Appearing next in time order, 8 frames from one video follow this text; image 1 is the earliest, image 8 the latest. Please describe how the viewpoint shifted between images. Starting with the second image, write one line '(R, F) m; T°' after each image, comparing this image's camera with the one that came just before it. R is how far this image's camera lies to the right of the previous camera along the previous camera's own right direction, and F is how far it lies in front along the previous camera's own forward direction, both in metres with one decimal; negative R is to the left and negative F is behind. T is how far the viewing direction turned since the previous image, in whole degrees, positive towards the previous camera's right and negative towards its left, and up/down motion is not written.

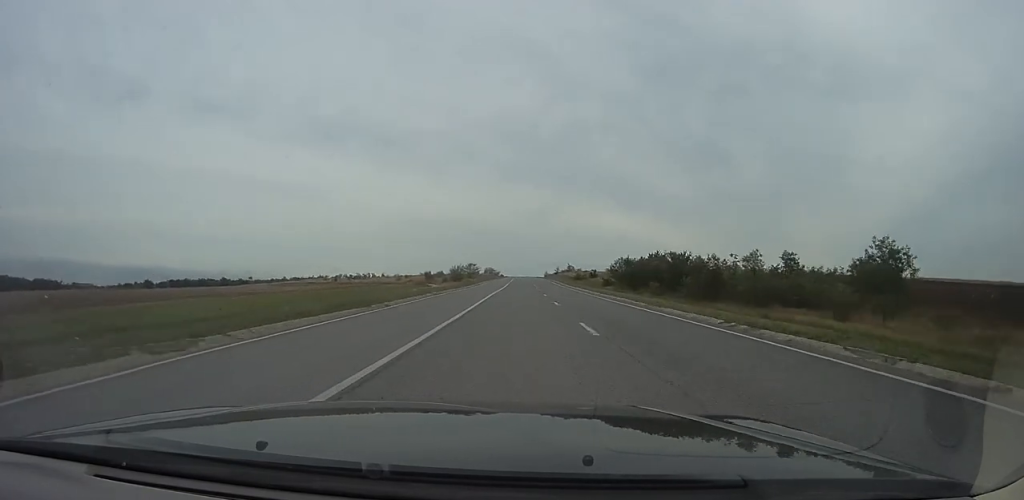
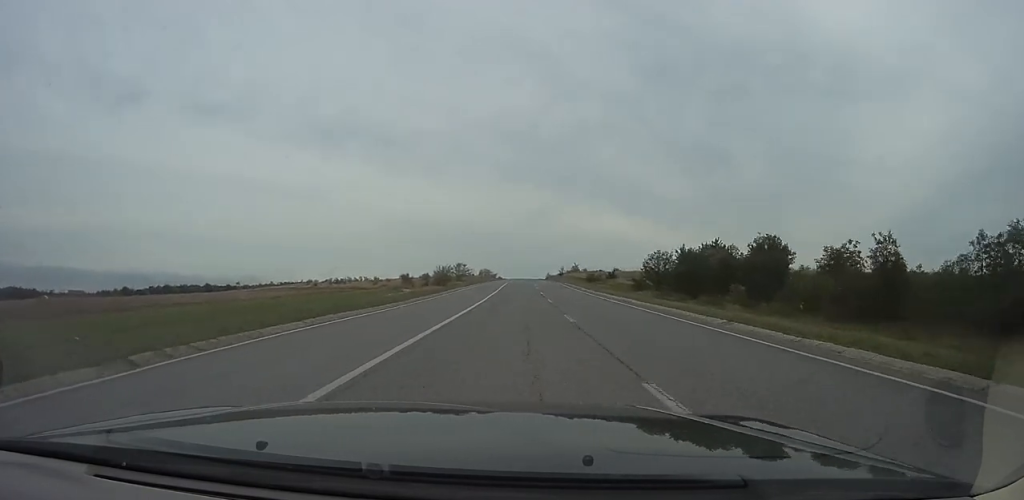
(-0.3, +33.0) m; -1°
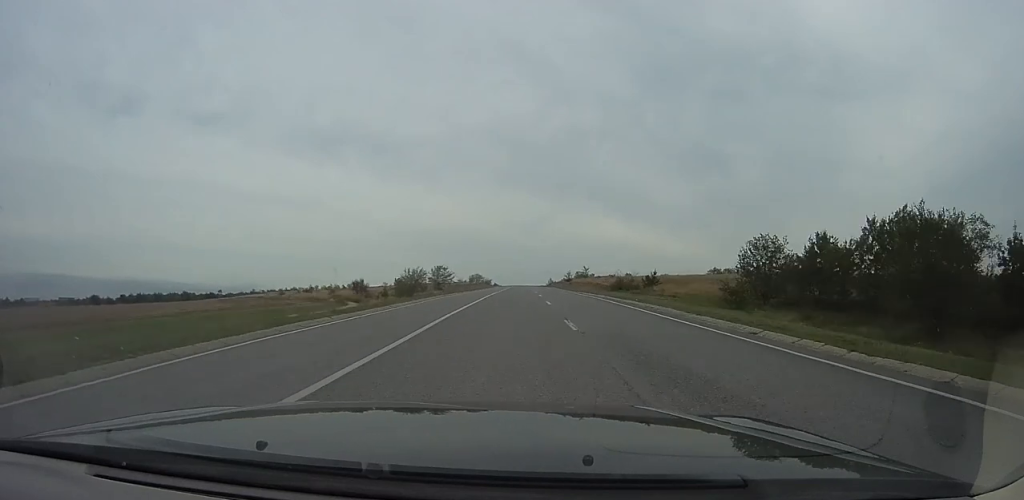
(-0.2, +37.9) m; +1°
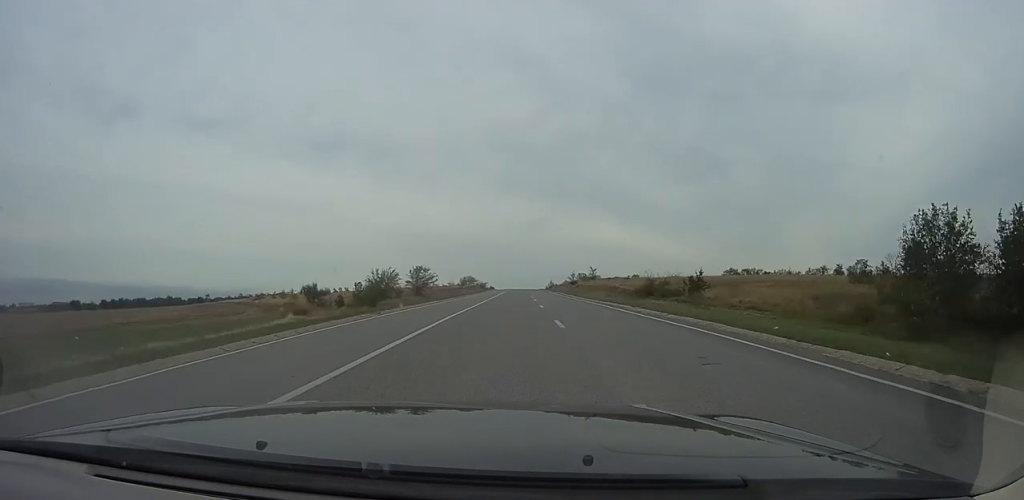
(+0.1, +22.8) m; +1°
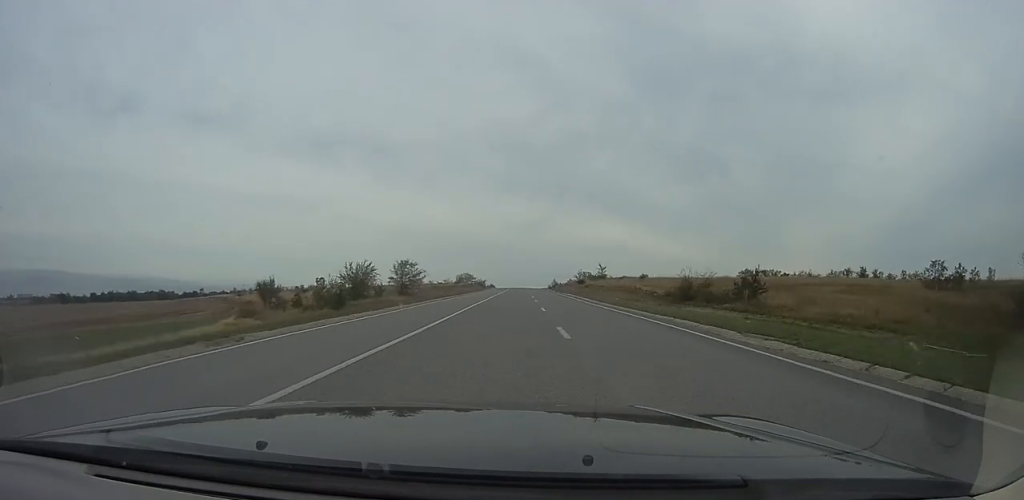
(+0.5, +14.6) m; 0°
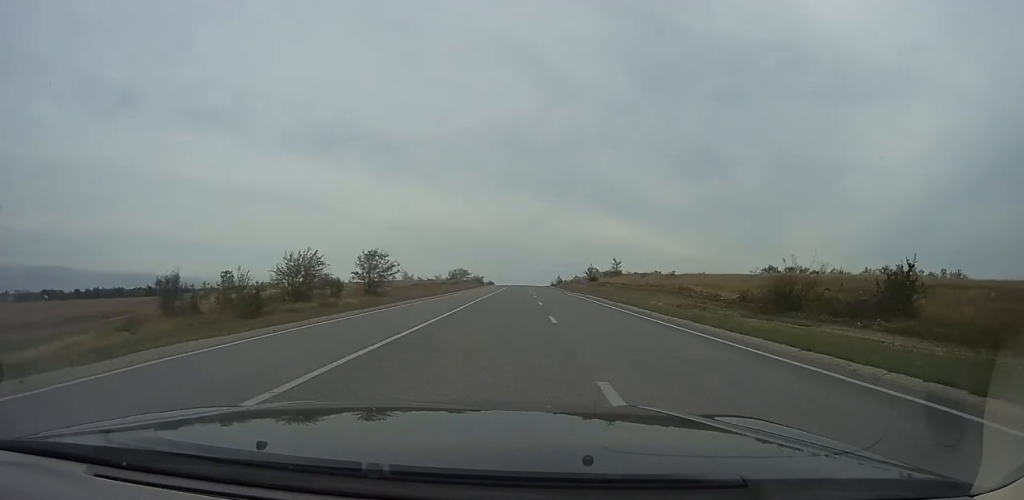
(+0.1, +20.0) m; 0°
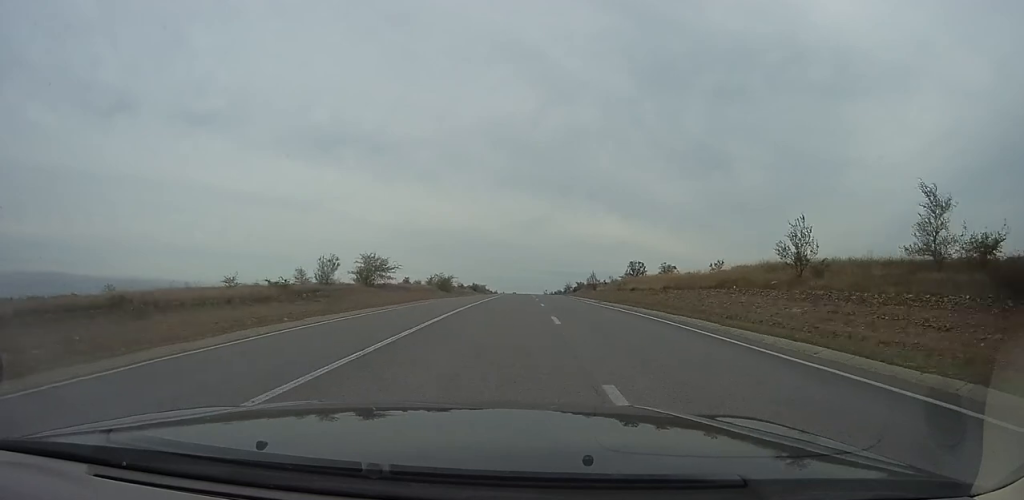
(-1.5, +94.5) m; -1°
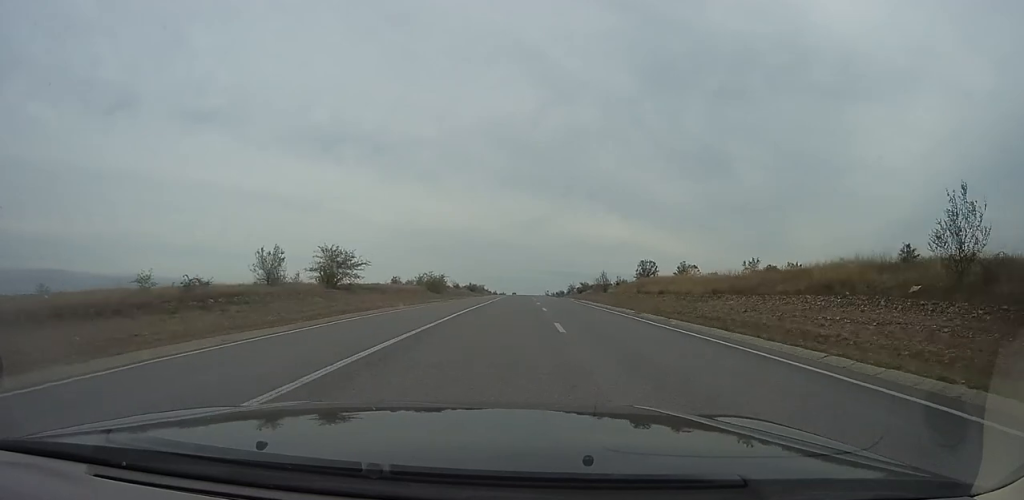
(0.0, +13.2) m; 0°
